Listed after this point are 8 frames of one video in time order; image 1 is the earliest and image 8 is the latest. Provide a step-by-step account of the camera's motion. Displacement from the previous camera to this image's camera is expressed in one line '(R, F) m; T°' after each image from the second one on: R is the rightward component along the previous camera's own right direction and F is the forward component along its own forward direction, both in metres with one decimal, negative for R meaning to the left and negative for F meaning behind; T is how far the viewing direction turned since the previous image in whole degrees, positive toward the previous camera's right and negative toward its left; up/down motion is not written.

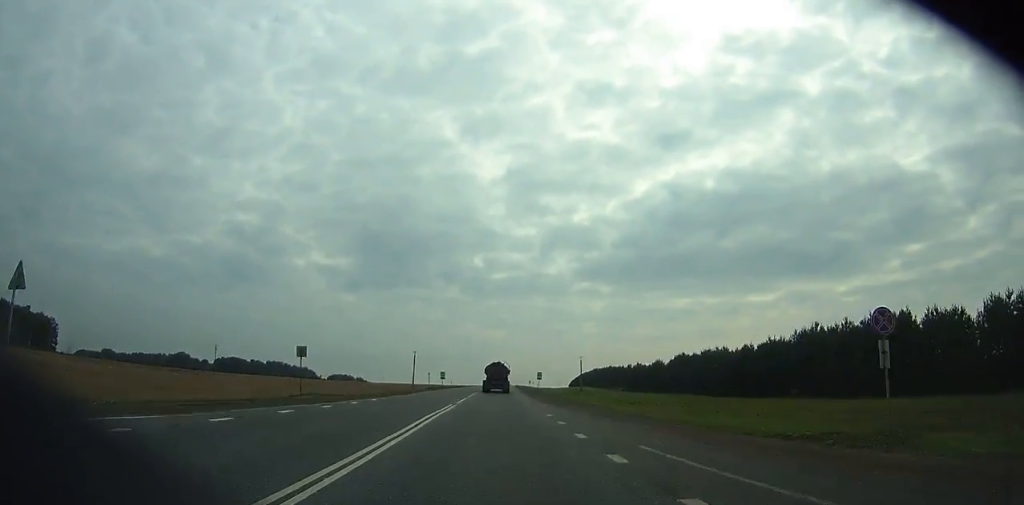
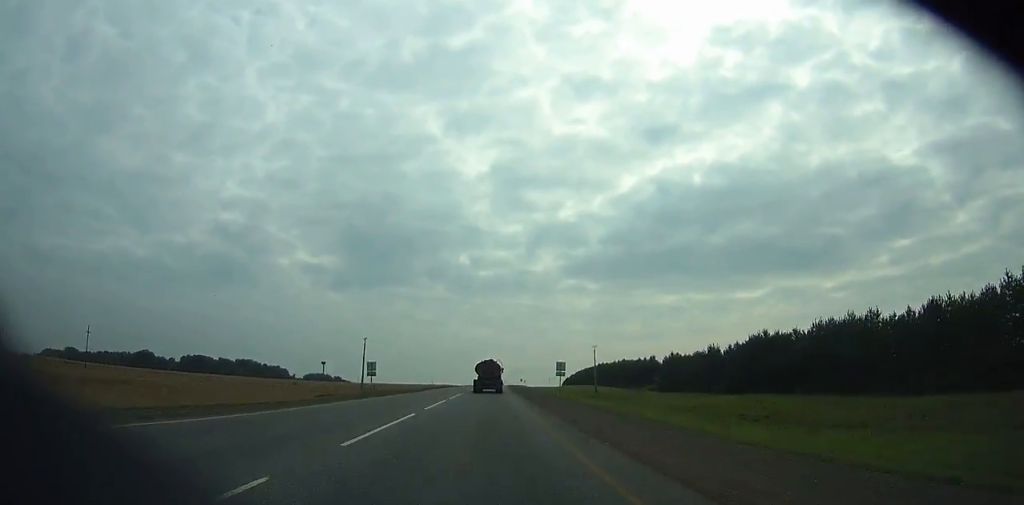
(+1.0, +56.3) m; +1°
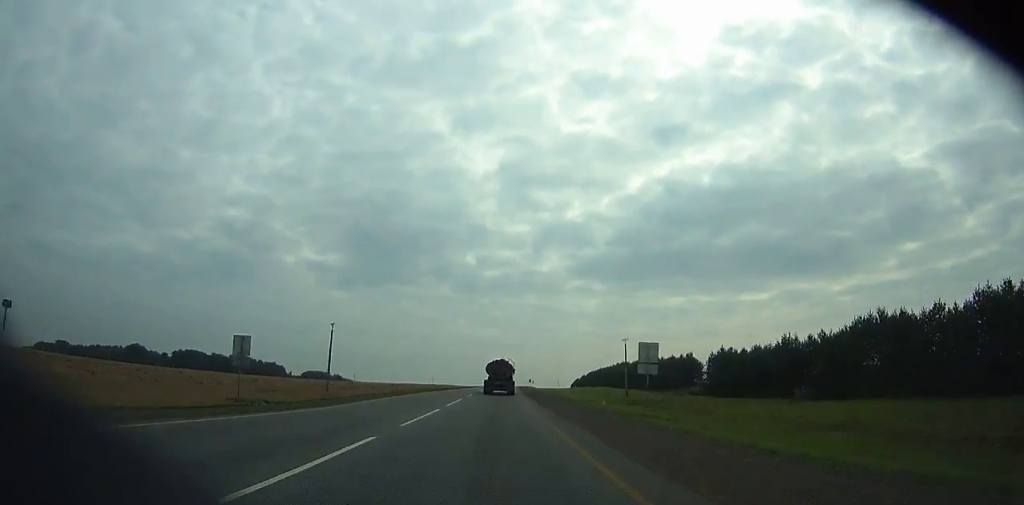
(+0.2, +31.8) m; 0°
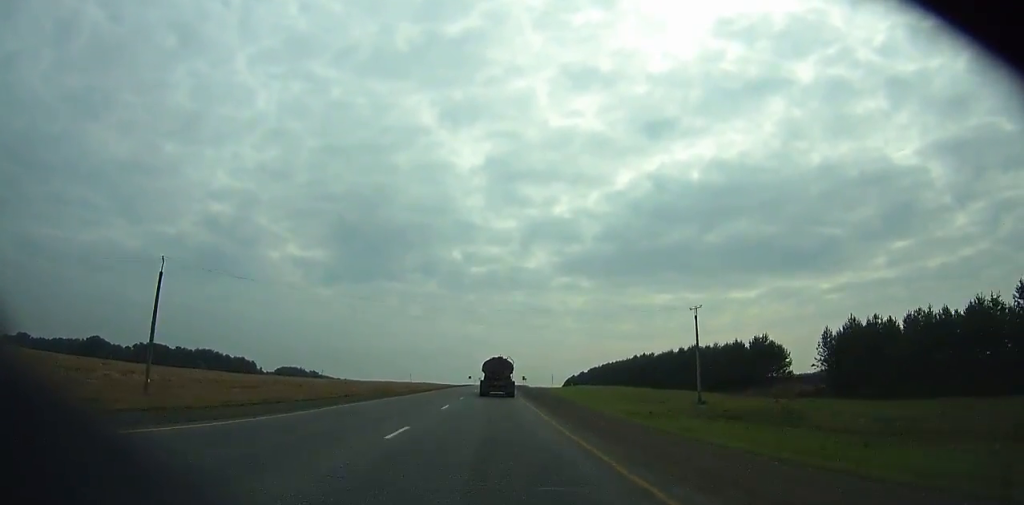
(+0.2, +52.3) m; +1°
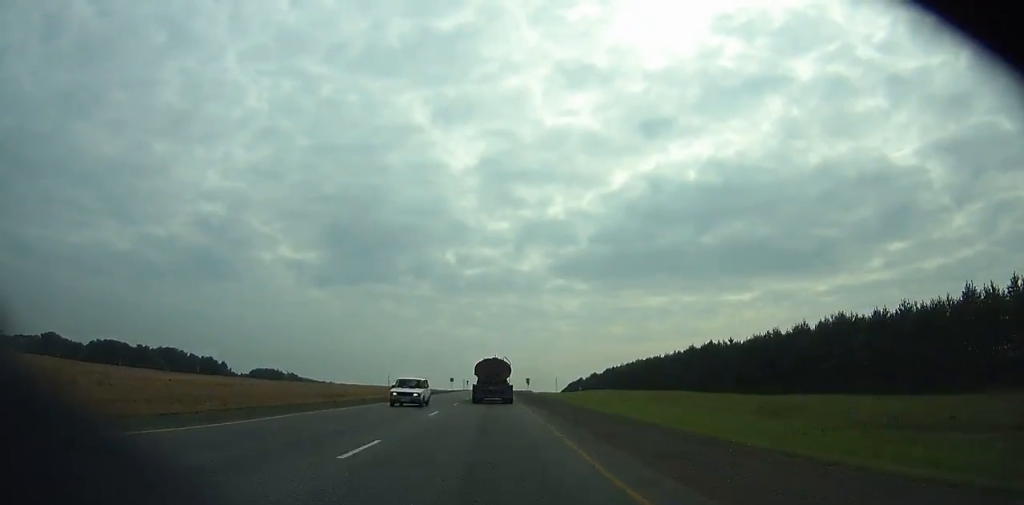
(+0.3, +63.2) m; +1°
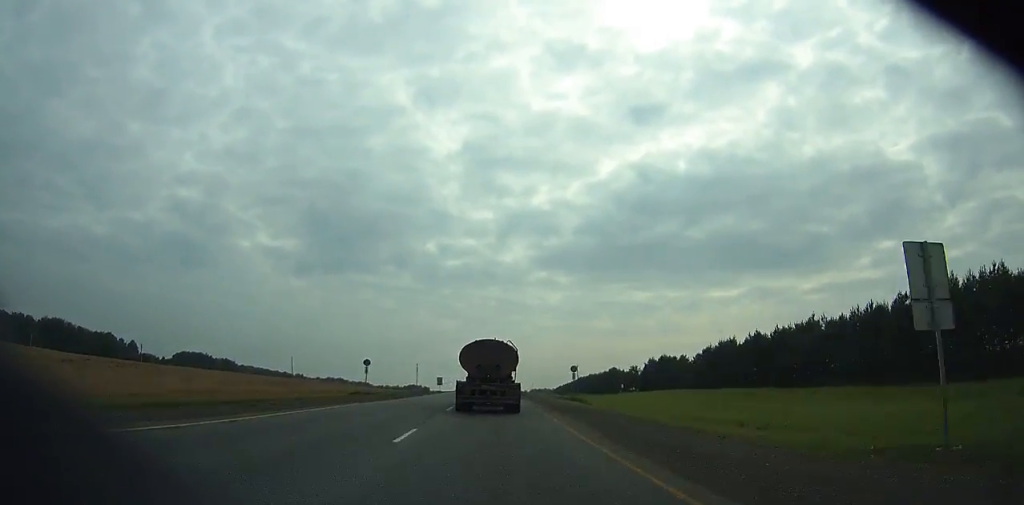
(+1.8, +140.8) m; +2°
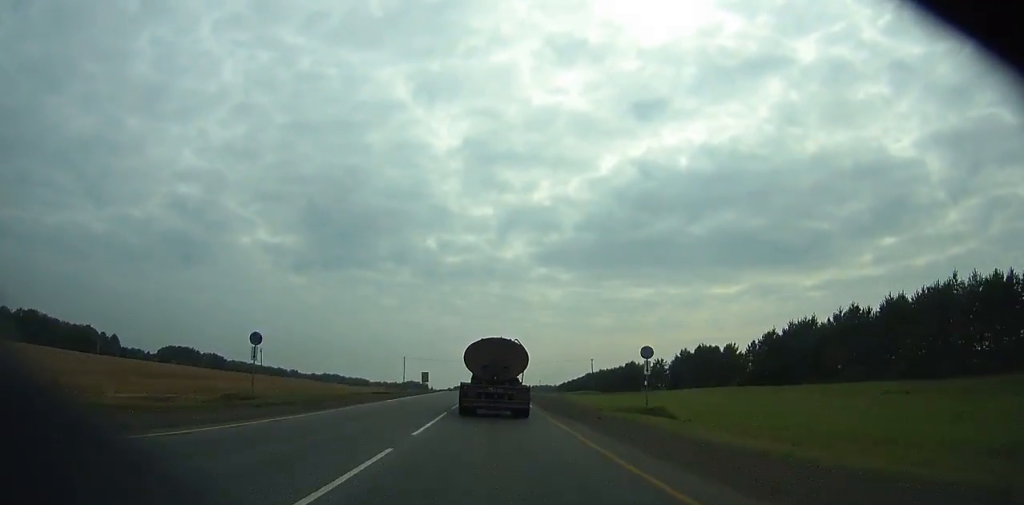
(+0.2, +28.4) m; 0°
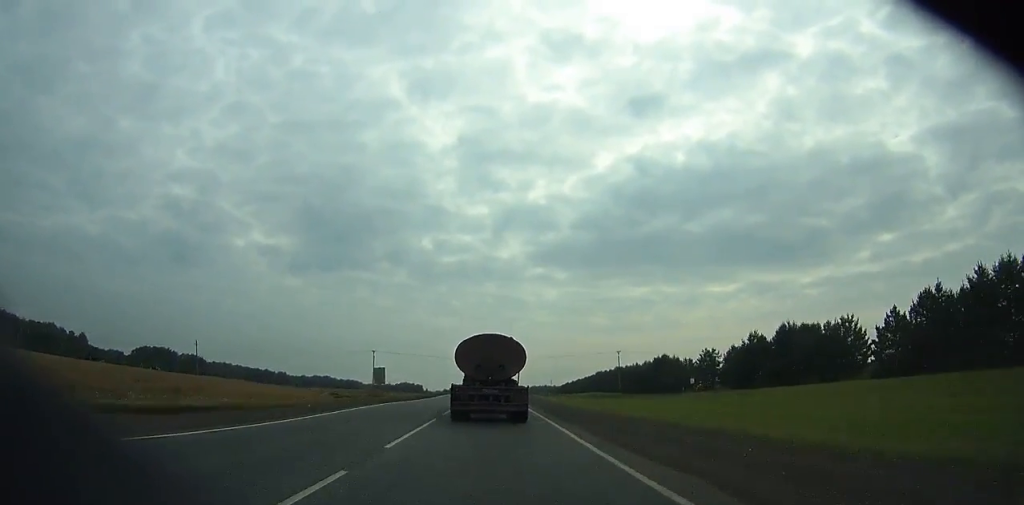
(+0.1, +38.7) m; 0°
